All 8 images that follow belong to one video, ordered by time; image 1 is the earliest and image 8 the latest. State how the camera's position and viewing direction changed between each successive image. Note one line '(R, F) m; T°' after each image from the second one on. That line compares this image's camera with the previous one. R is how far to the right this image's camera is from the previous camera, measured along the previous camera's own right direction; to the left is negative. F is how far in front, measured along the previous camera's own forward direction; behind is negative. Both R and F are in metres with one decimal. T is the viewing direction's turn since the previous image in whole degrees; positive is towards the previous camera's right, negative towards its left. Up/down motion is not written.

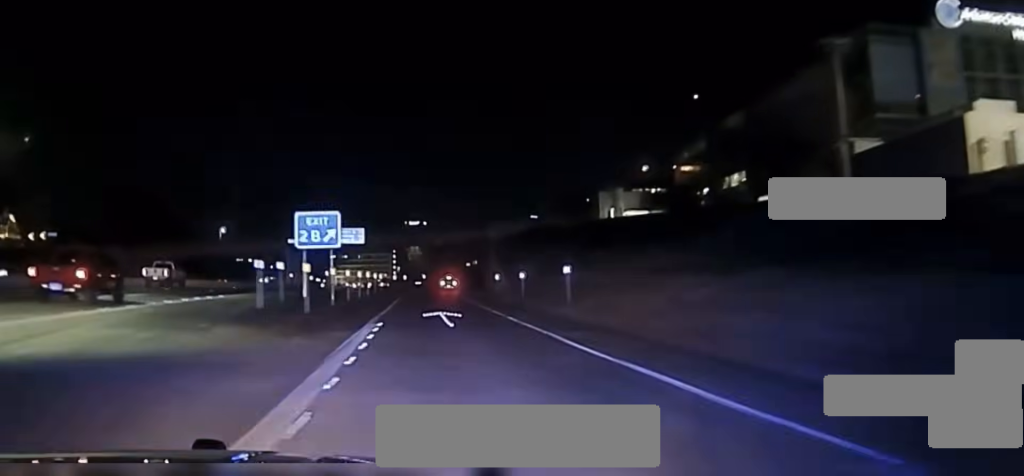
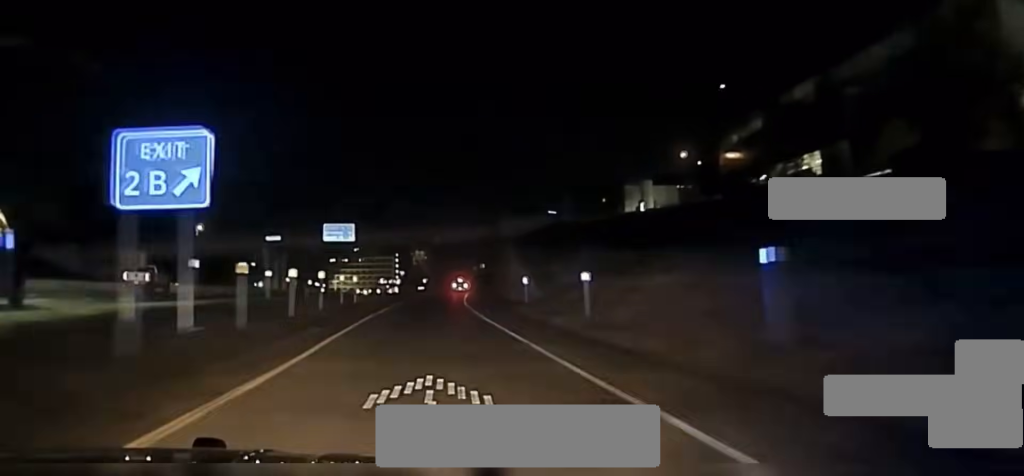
(0.0, +23.2) m; -1°
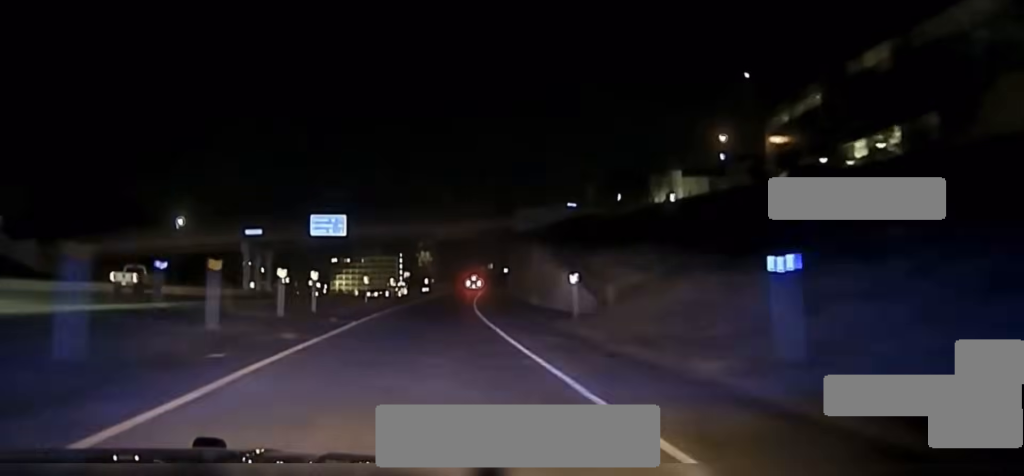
(0.0, +17.0) m; 0°
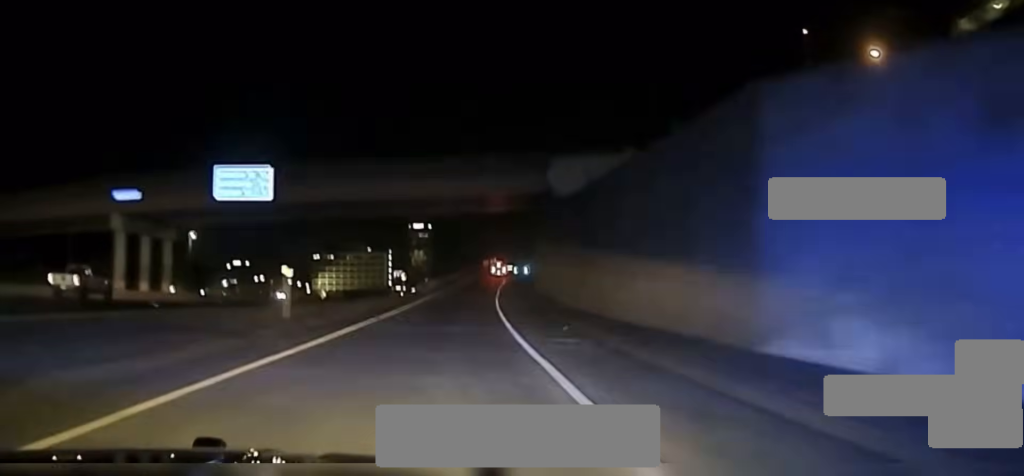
(-0.2, +46.4) m; +1°
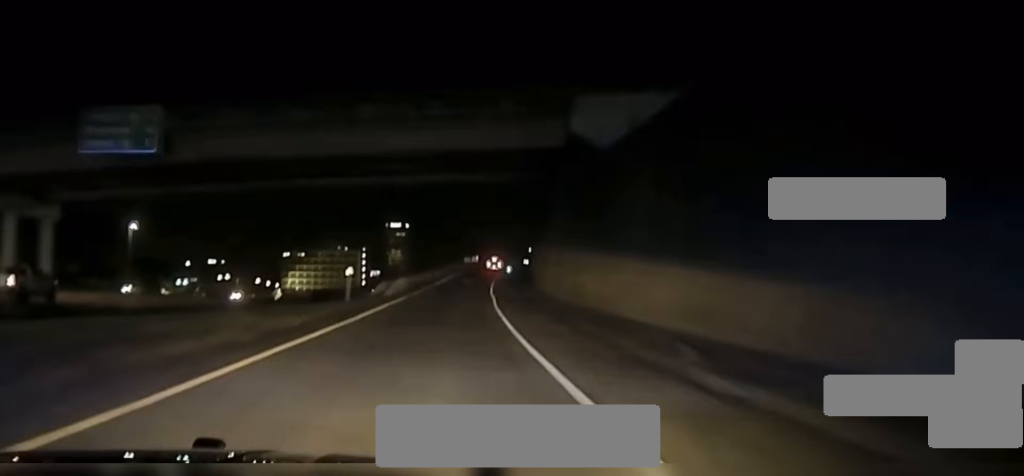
(0.0, +22.6) m; +1°
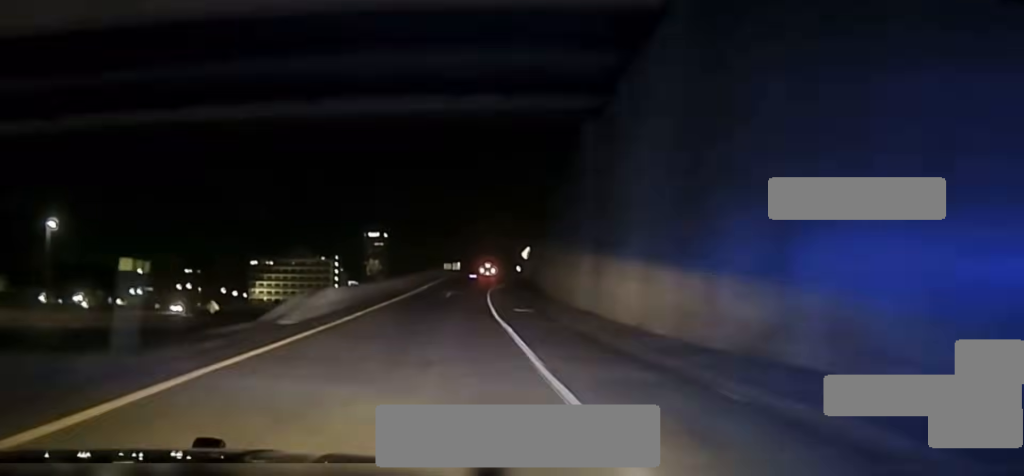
(+0.6, +24.9) m; +1°
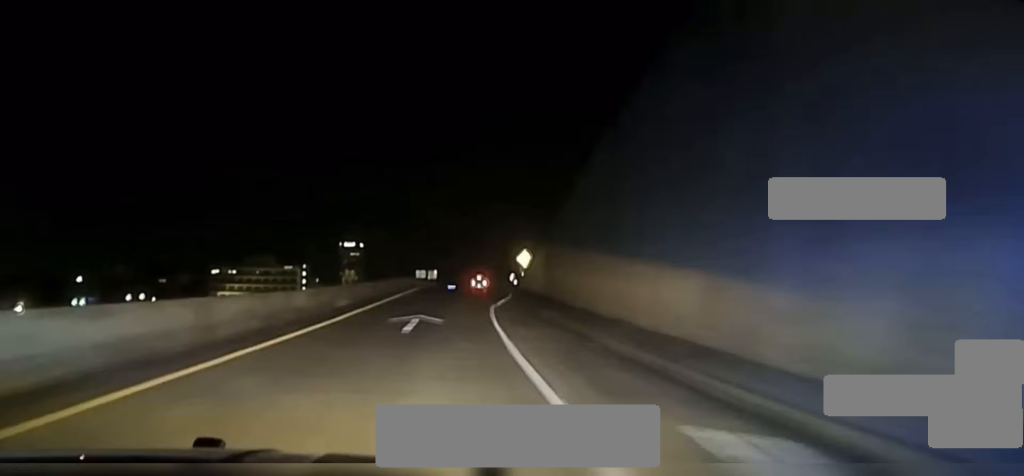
(+0.4, +28.4) m; +1°
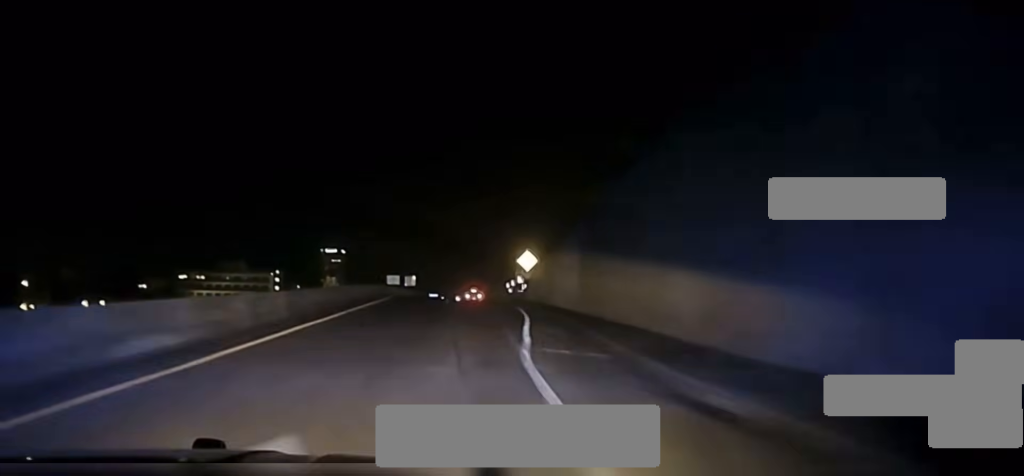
(0.0, +21.5) m; +1°
